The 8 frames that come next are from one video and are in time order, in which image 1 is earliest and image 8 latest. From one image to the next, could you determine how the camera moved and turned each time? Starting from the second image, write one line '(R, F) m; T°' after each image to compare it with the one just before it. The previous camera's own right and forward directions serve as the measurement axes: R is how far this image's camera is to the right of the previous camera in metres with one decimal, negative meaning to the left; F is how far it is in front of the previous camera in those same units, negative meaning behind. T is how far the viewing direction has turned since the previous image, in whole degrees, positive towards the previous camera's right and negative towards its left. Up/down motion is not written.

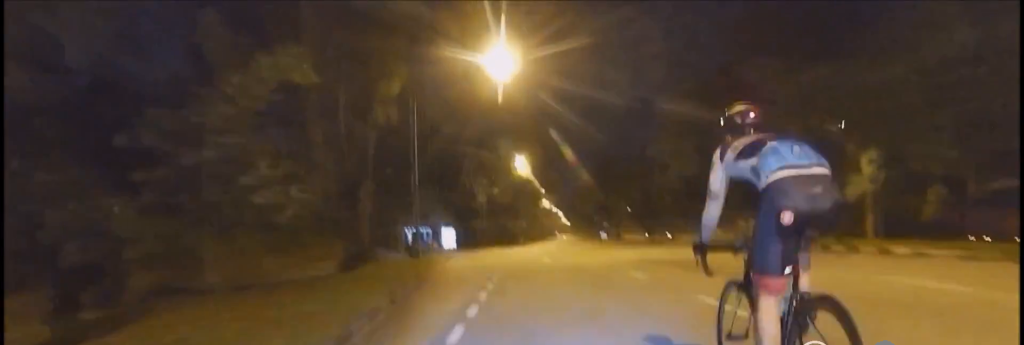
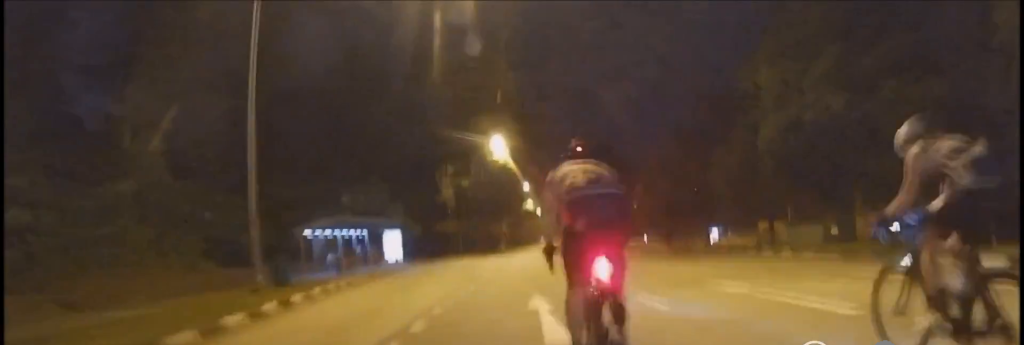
(0.0, +17.2) m; 0°
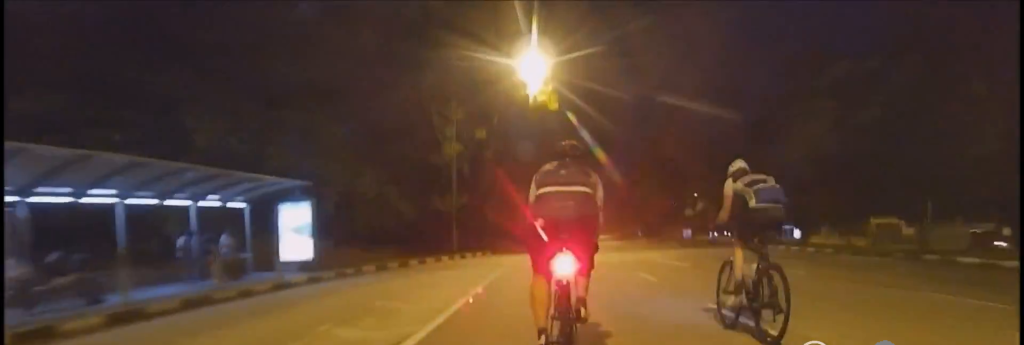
(0.0, +21.7) m; 0°
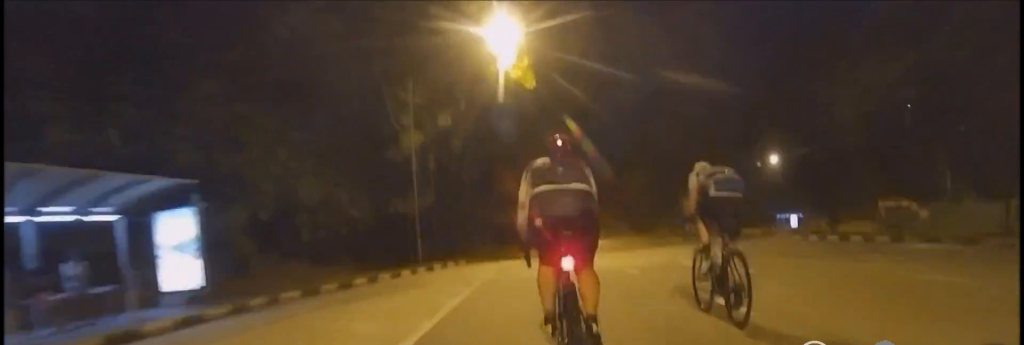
(0.0, +5.7) m; +2°
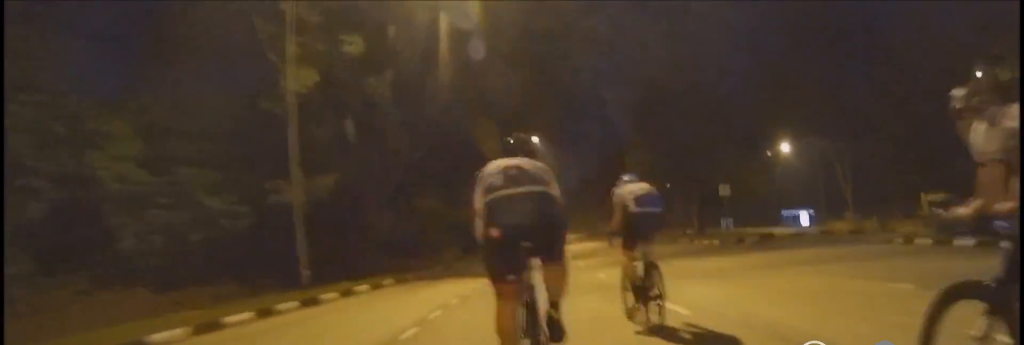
(+0.2, +11.8) m; +4°
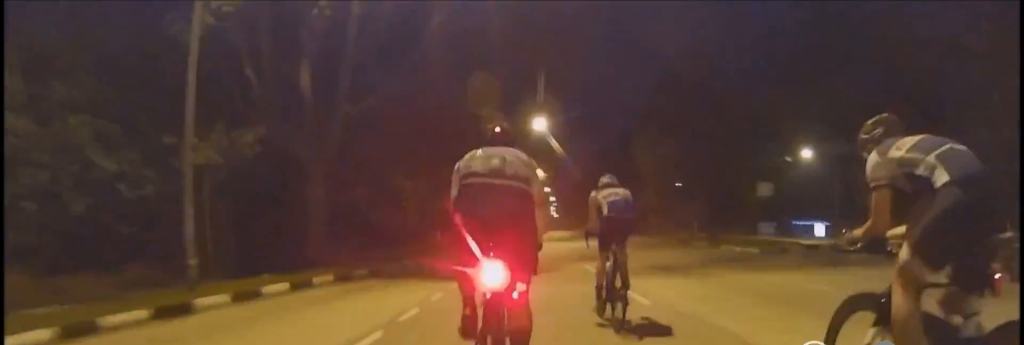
(+0.6, +5.2) m; 0°
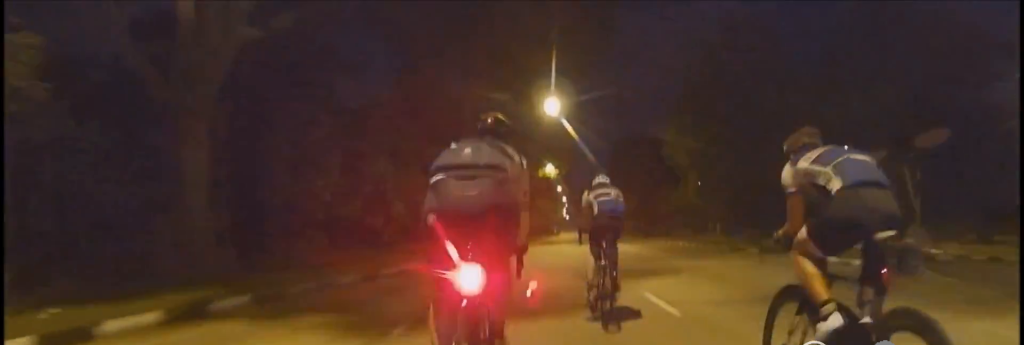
(+0.3, +7.0) m; 0°
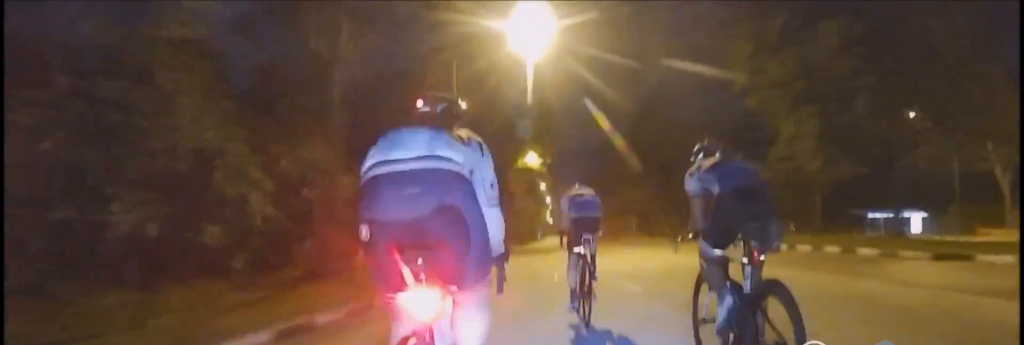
(-0.6, +15.8) m; 0°
